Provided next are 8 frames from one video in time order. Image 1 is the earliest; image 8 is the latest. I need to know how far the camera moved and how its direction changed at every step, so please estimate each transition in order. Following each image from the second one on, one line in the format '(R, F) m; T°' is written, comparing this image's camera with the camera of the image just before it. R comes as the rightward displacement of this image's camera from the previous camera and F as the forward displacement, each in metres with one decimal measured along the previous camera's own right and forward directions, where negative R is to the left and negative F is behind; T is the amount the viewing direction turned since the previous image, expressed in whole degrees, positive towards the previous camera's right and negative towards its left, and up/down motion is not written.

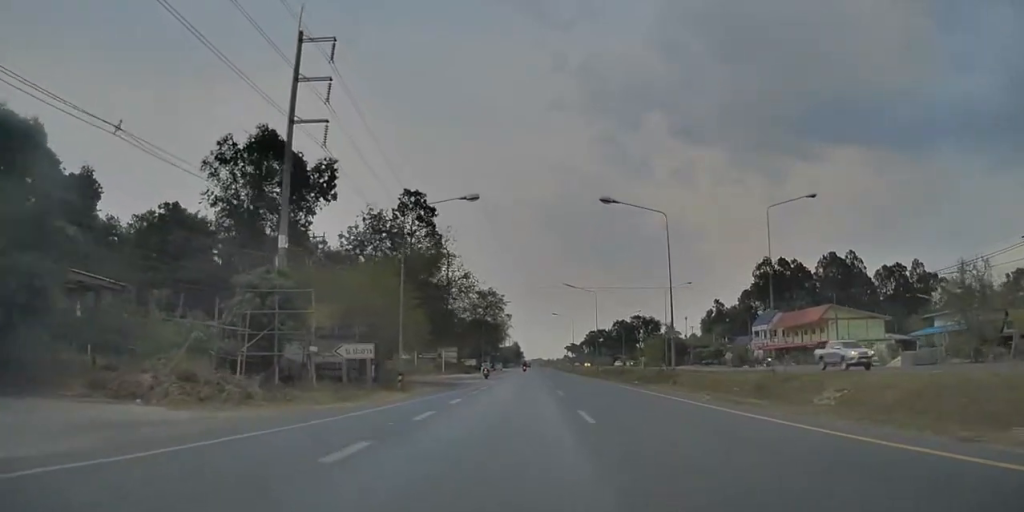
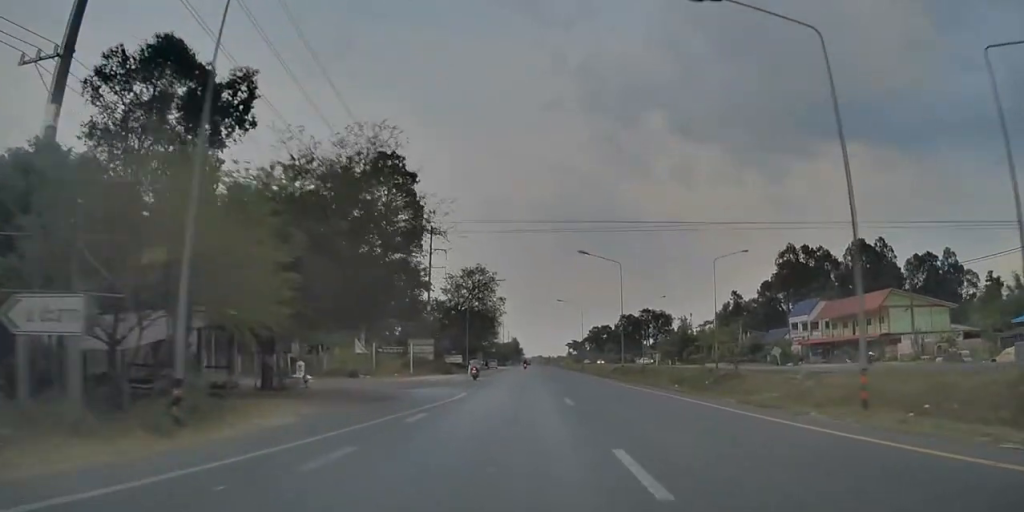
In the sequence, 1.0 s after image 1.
(+0.2, +18.2) m; +1°
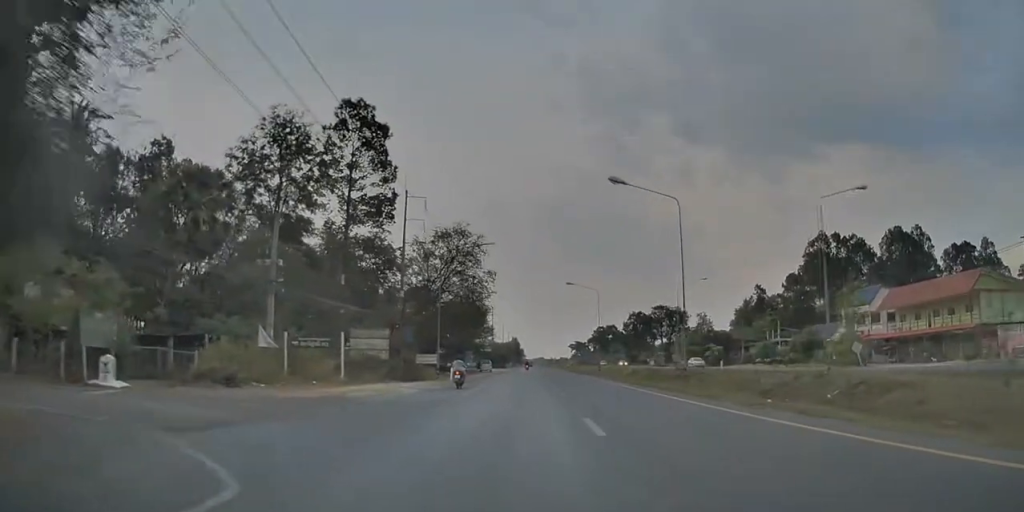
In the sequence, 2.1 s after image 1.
(-0.1, +18.3) m; 0°
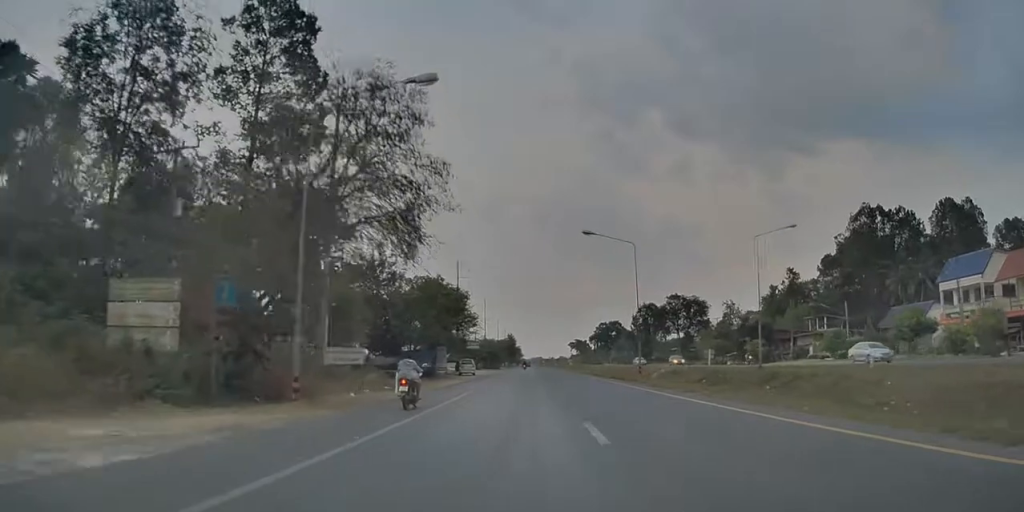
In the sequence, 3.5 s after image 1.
(+0.1, +24.6) m; 0°
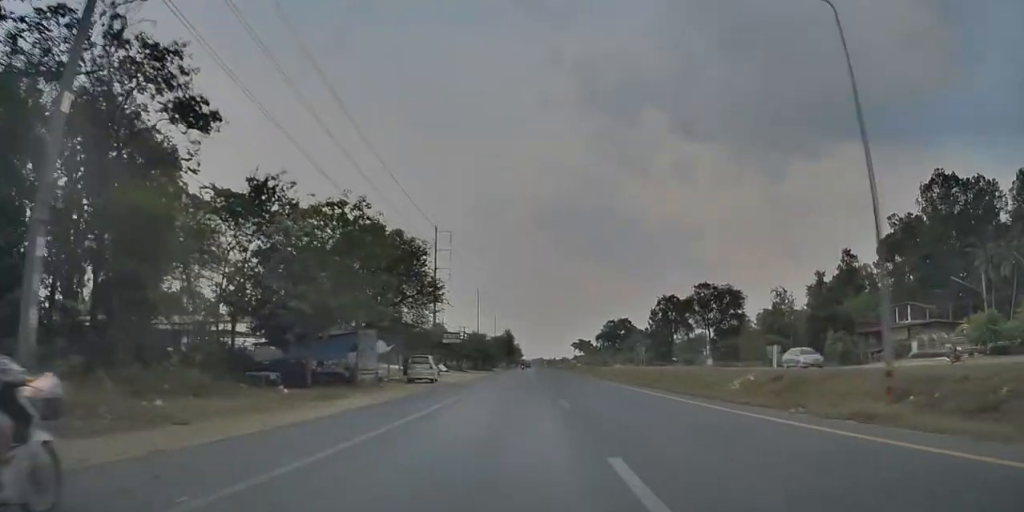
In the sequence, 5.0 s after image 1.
(-0.2, +28.1) m; -1°
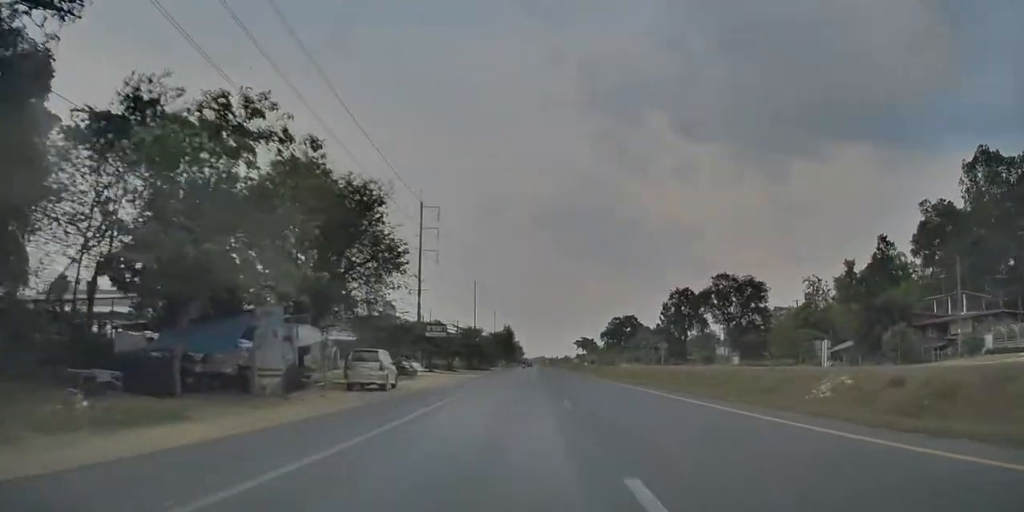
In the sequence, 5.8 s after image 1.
(-0.1, +12.9) m; -1°
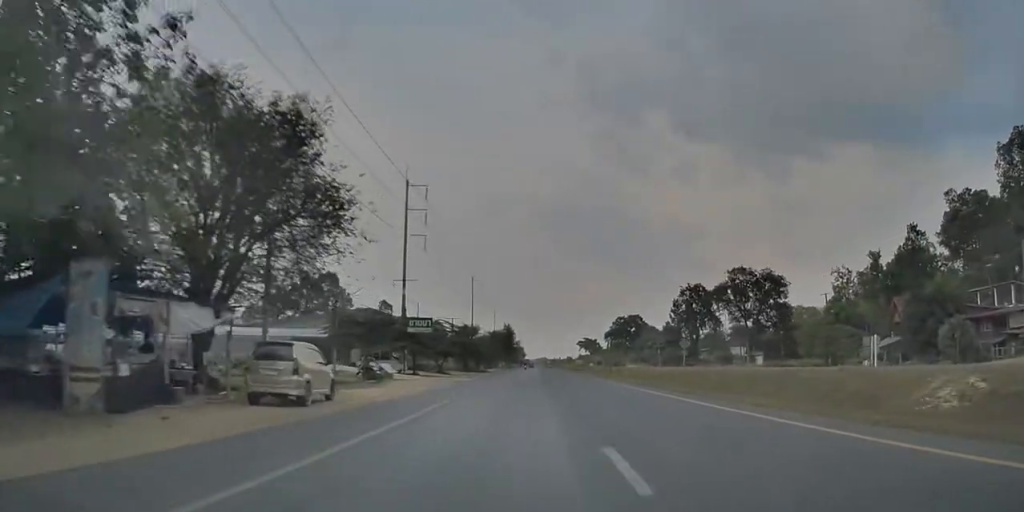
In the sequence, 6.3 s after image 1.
(-0.1, +9.9) m; 0°
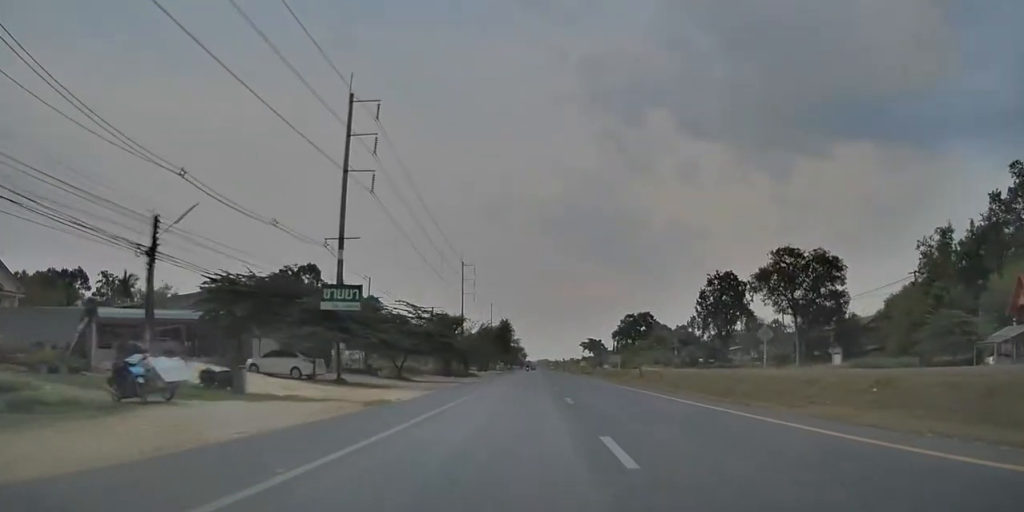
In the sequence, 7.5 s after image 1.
(0.0, +22.2) m; 0°
